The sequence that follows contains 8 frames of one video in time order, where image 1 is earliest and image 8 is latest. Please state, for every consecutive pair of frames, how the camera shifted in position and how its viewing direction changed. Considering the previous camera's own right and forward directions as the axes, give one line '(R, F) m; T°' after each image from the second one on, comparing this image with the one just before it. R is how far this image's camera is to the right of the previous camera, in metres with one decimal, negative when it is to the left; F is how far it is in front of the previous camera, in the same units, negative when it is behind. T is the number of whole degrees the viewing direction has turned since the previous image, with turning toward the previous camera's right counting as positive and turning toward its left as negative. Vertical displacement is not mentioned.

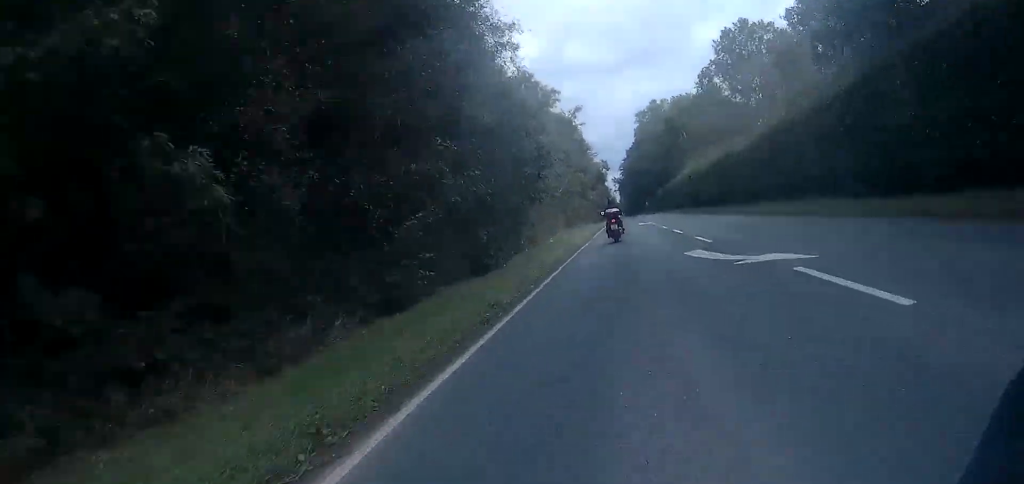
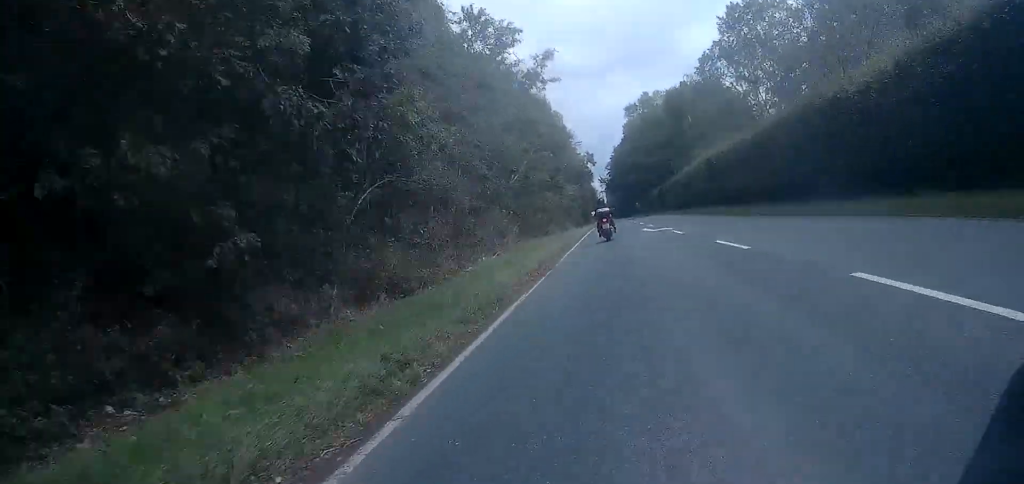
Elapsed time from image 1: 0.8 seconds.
(0.0, +18.6) m; 0°
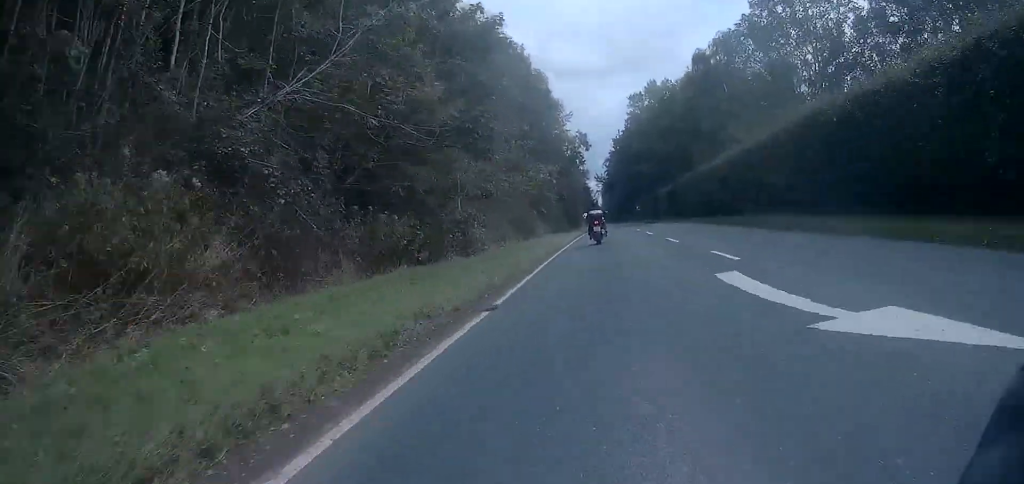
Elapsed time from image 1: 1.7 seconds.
(+0.1, +21.8) m; +1°
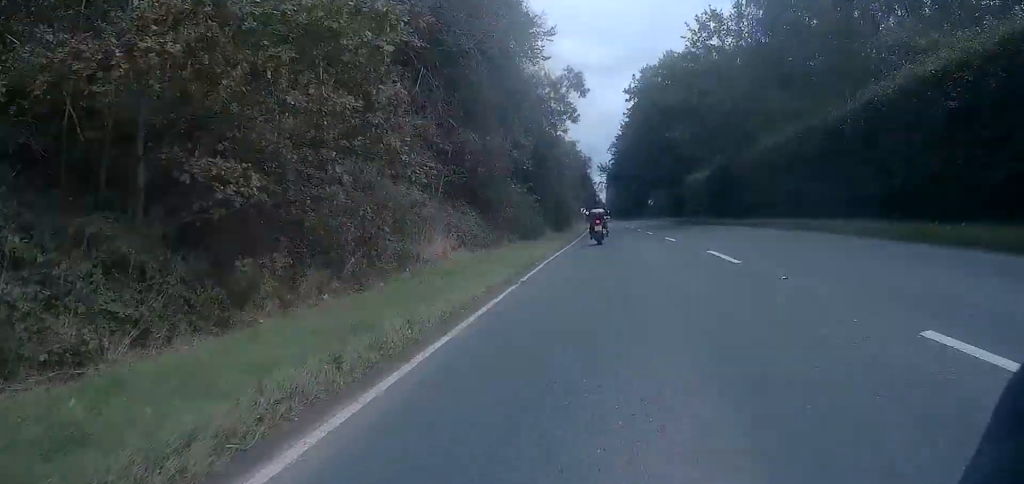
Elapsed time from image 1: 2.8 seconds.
(+0.3, +26.7) m; +1°
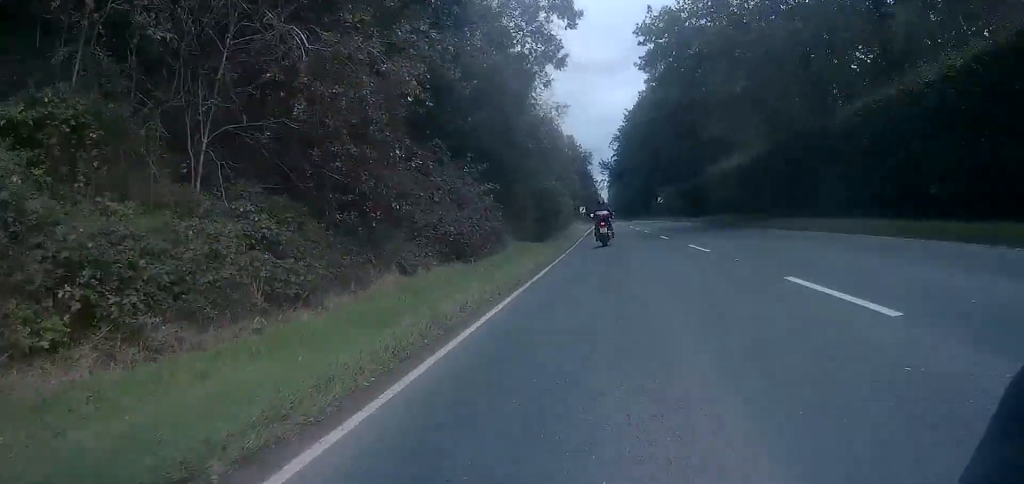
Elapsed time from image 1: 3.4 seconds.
(0.0, +14.7) m; 0°
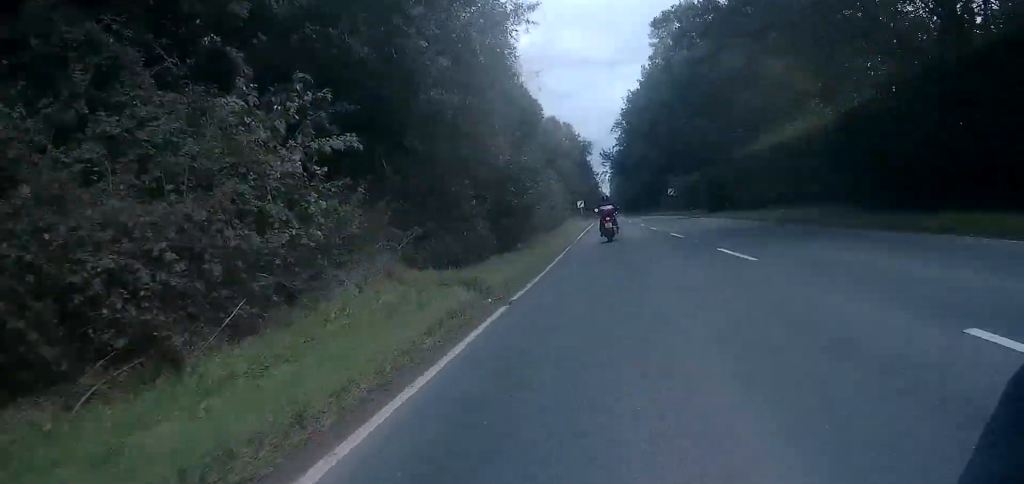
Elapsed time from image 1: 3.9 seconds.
(+0.1, +13.1) m; 0°
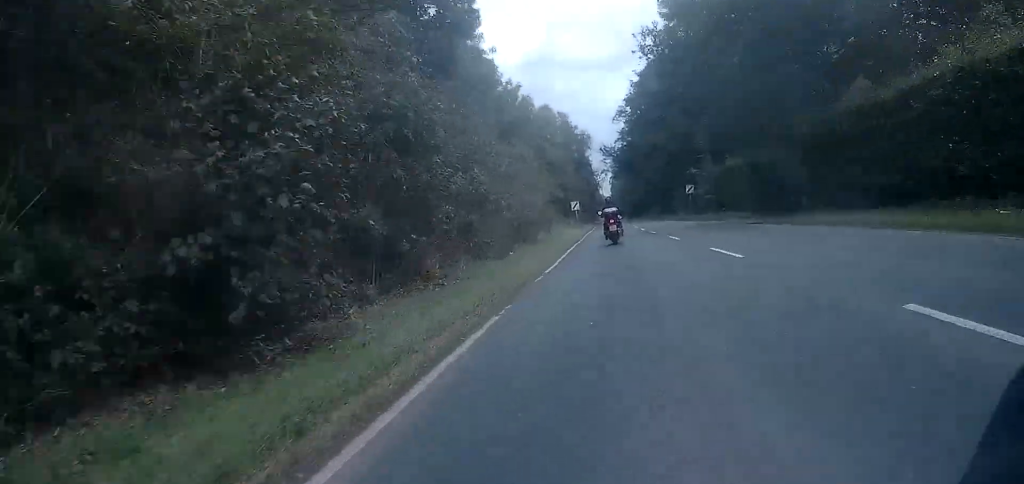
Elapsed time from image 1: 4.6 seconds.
(-0.2, +17.1) m; 0°
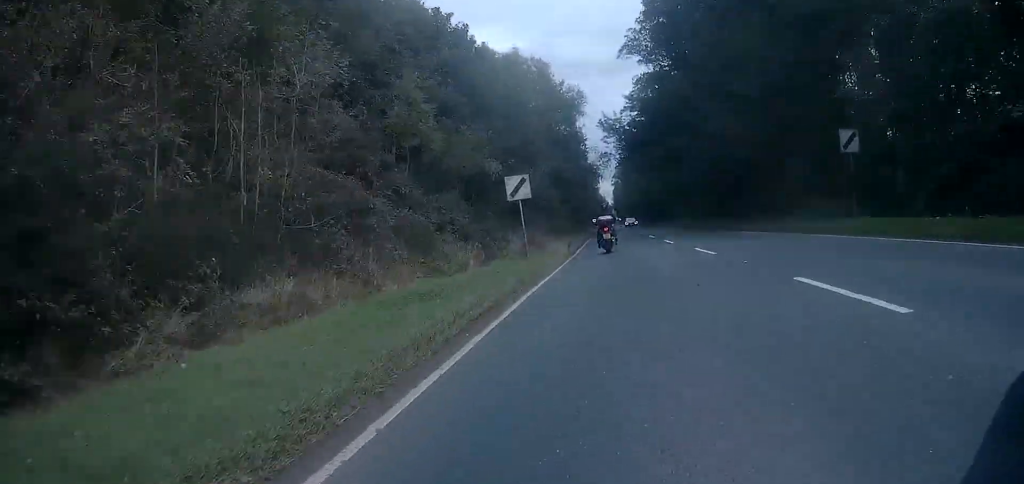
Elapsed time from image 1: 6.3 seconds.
(+0.3, +41.7) m; 0°
